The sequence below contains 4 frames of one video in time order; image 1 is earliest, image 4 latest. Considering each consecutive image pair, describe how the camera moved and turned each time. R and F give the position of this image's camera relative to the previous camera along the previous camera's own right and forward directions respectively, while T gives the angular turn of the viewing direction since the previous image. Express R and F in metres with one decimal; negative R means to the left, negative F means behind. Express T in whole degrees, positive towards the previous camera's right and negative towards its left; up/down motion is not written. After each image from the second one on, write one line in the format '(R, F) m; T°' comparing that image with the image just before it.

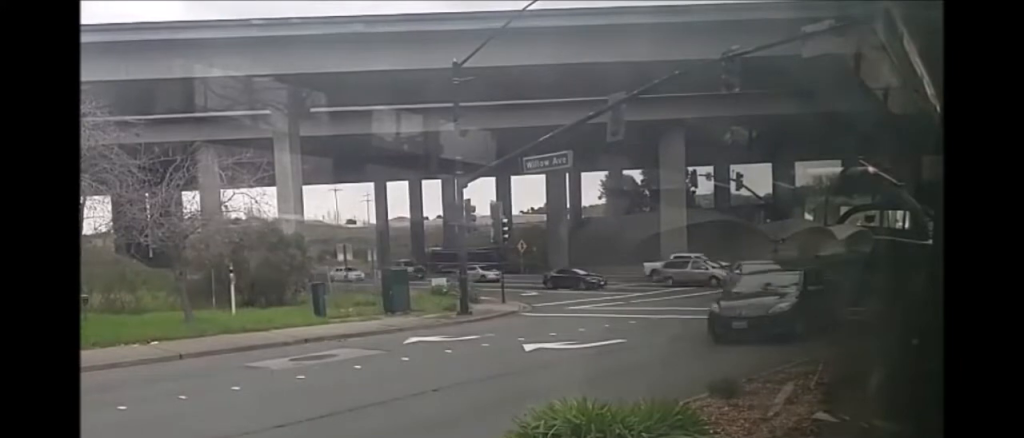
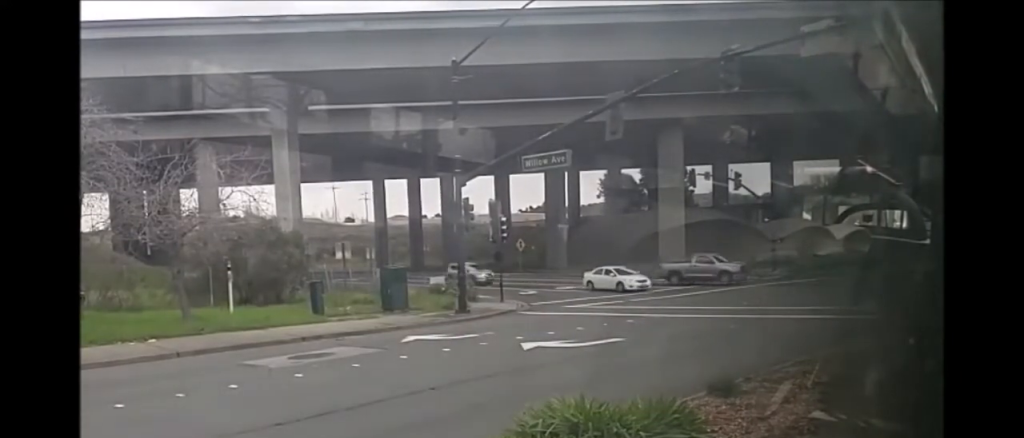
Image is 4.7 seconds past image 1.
(0.0, 0.0) m; 0°
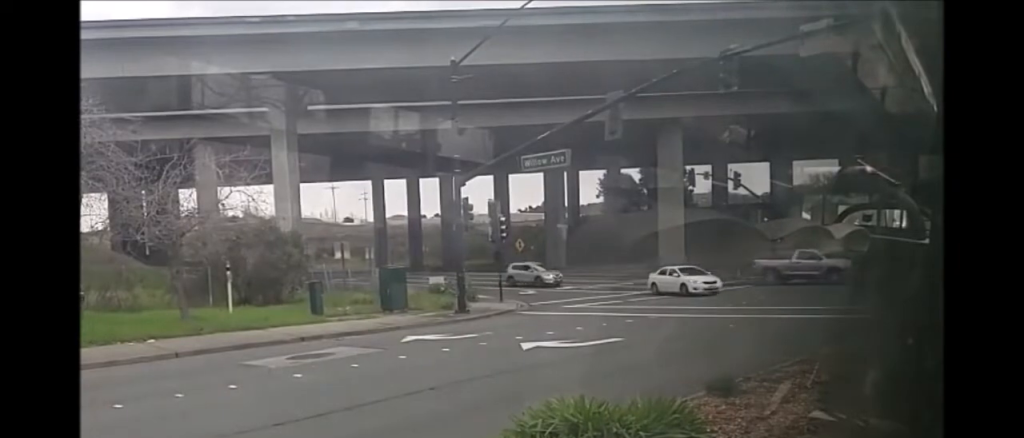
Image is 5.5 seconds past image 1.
(0.0, 0.0) m; 0°
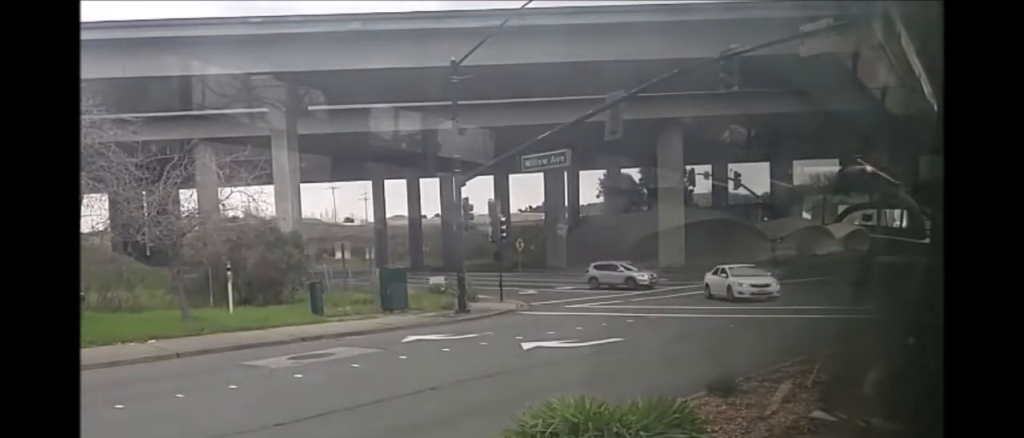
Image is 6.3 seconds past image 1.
(0.0, 0.0) m; 0°
